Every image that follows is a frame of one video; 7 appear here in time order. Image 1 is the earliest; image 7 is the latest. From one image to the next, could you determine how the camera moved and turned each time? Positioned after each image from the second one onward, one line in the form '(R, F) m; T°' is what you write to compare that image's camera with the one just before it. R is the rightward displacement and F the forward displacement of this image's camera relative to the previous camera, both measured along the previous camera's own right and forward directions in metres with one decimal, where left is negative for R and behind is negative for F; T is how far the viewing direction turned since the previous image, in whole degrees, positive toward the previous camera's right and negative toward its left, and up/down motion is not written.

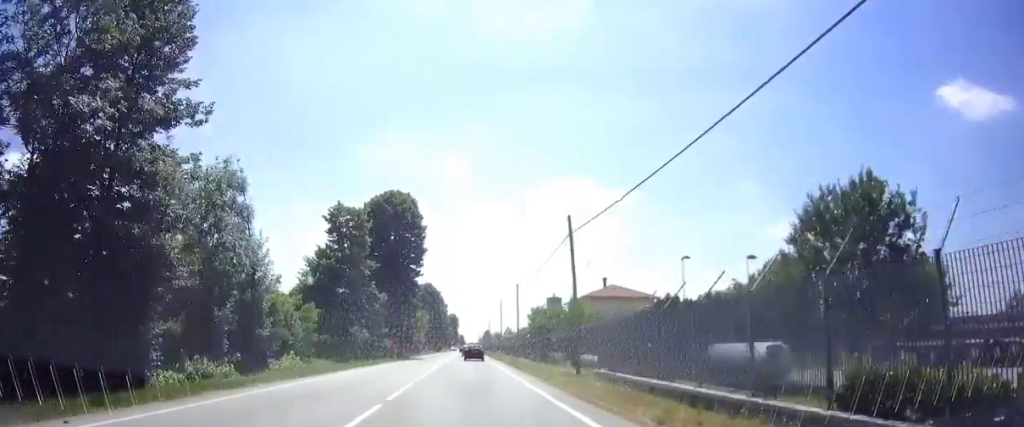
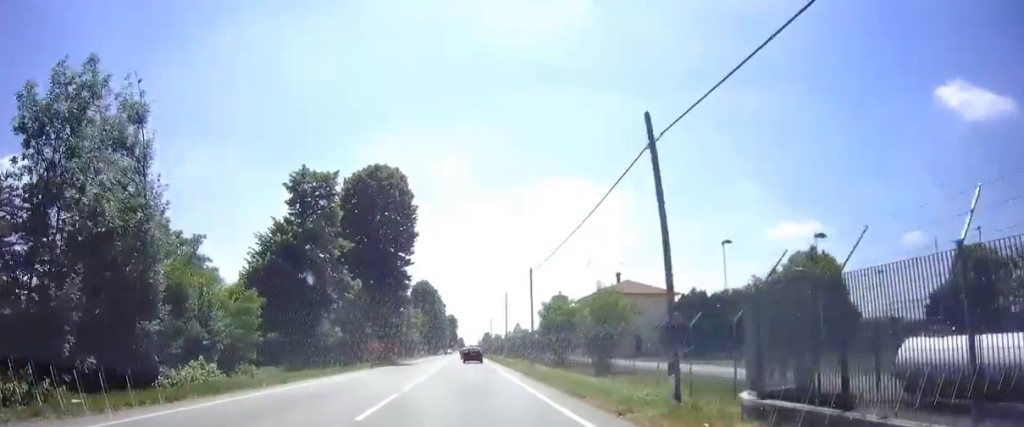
(+0.2, +11.0) m; 0°
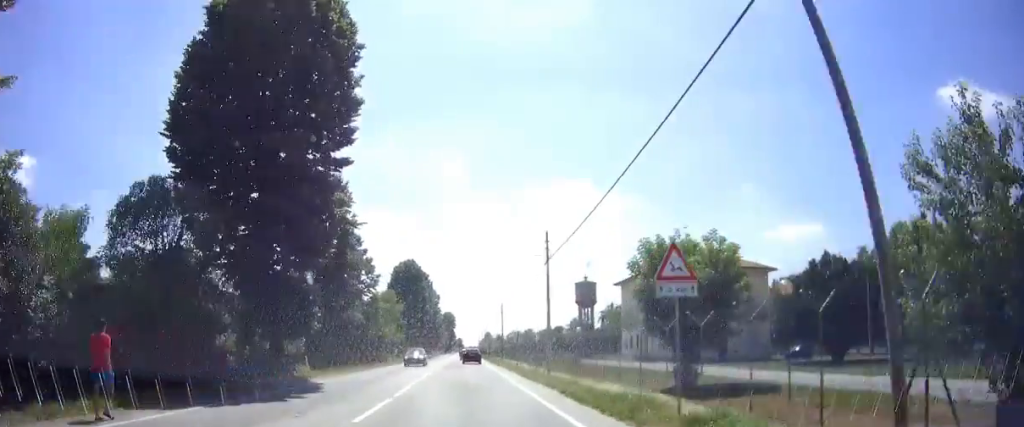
(-0.2, +30.4) m; 0°
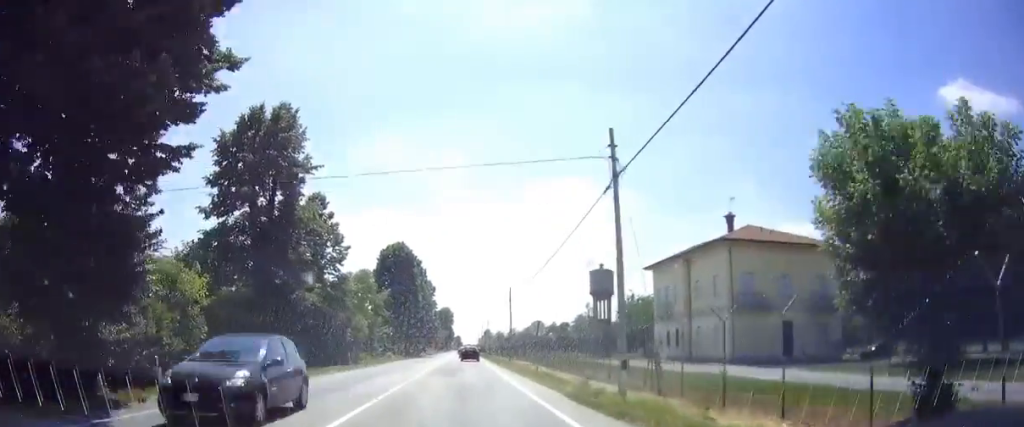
(+0.1, +13.5) m; 0°
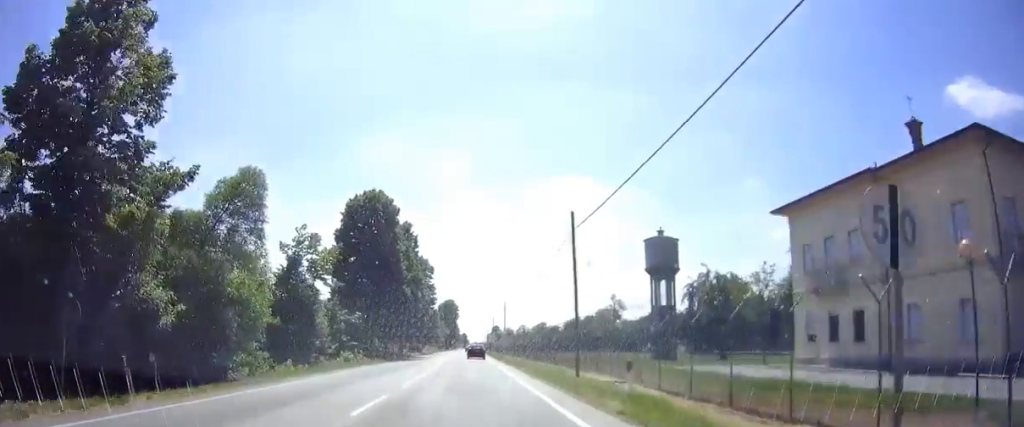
(+0.1, +27.2) m; 0°
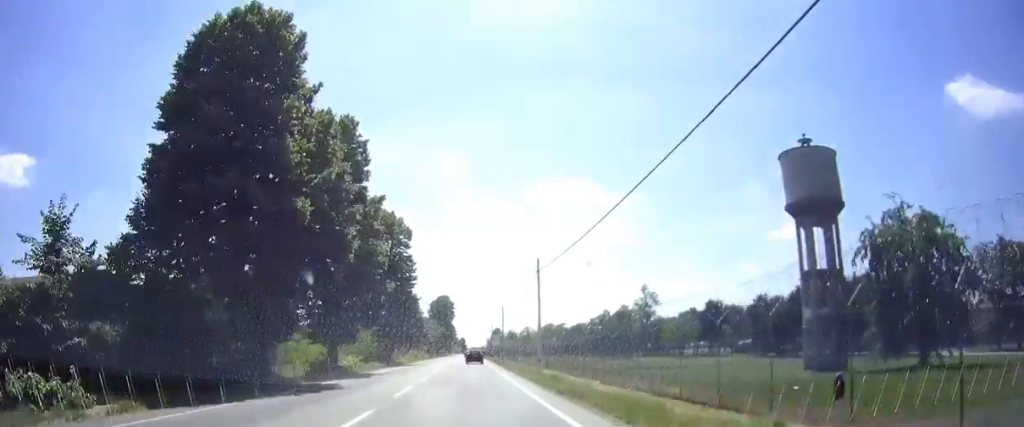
(-0.5, +32.9) m; -1°
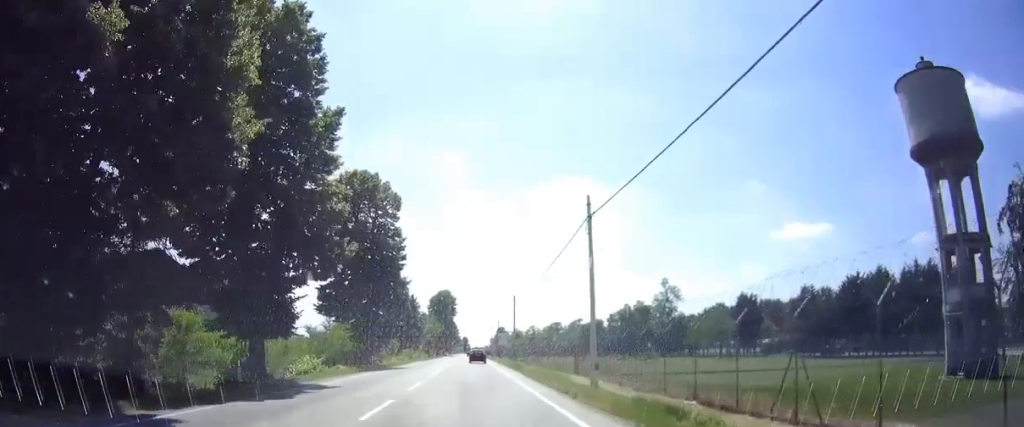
(0.0, +12.0) m; 0°
